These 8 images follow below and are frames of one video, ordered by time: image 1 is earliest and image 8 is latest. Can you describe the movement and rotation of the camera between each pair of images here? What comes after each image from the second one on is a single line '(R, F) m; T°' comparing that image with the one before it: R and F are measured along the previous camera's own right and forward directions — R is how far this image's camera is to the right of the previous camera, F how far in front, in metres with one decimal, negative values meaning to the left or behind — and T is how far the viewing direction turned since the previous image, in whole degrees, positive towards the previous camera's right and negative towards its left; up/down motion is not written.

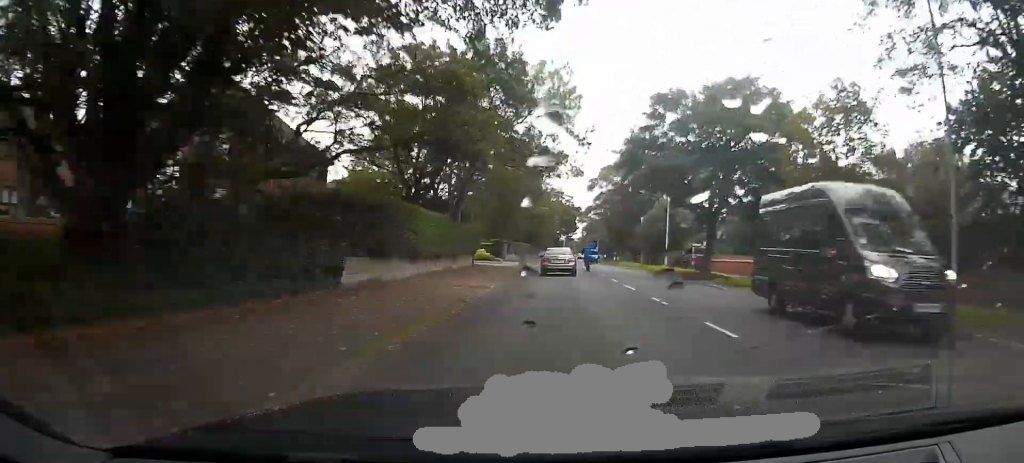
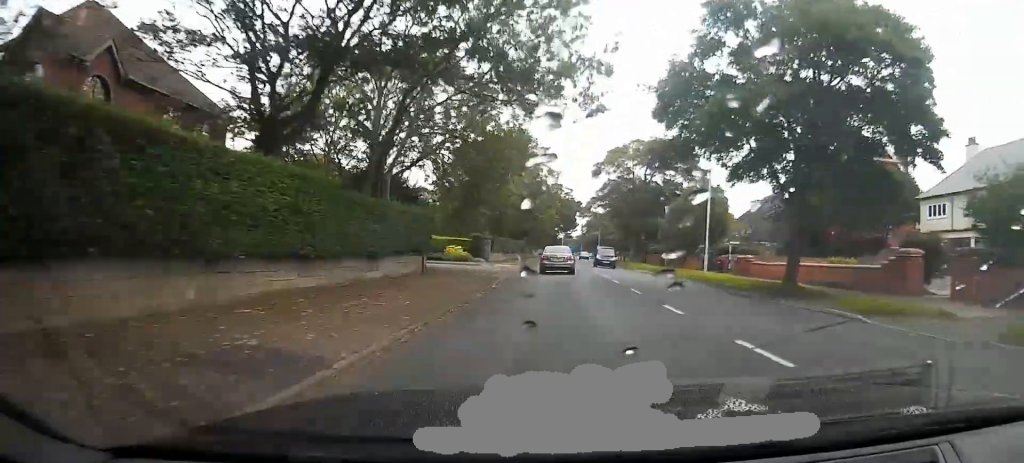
(0.0, +14.3) m; 0°
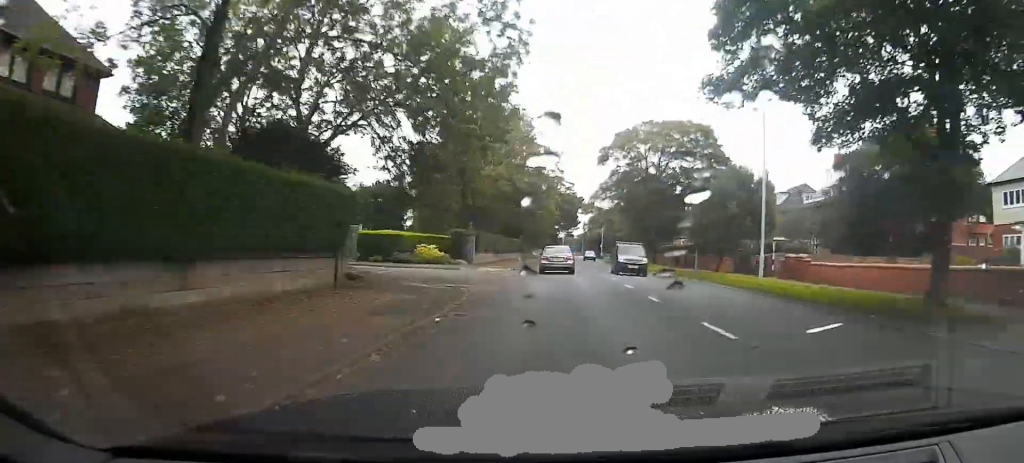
(0.0, +10.1) m; 0°
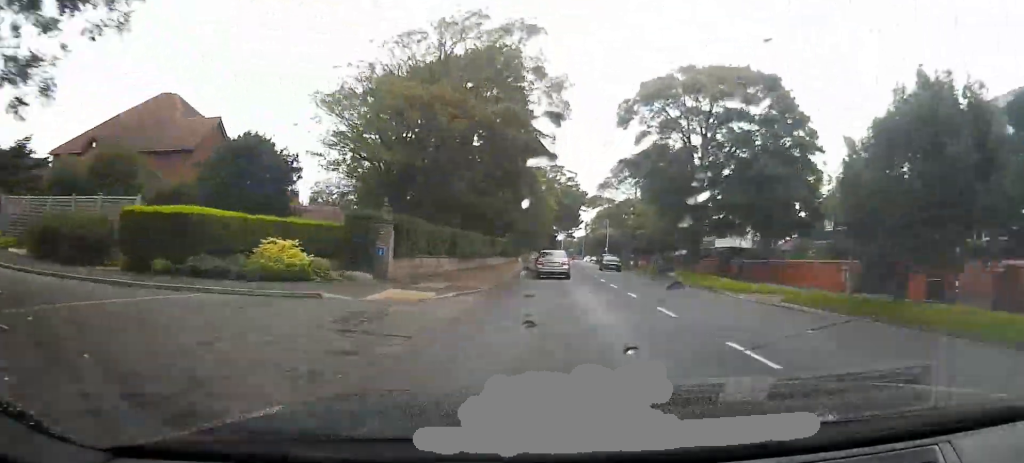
(+0.1, +19.7) m; 0°
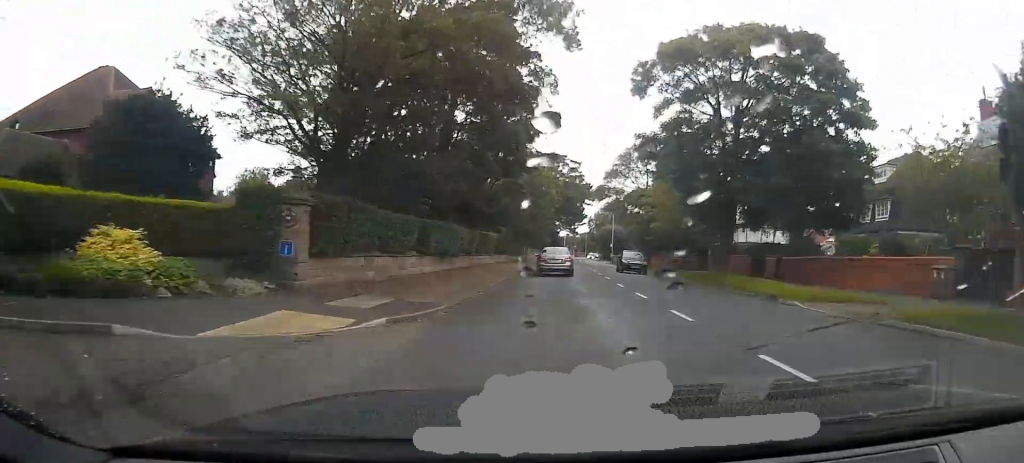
(0.0, +7.2) m; 0°
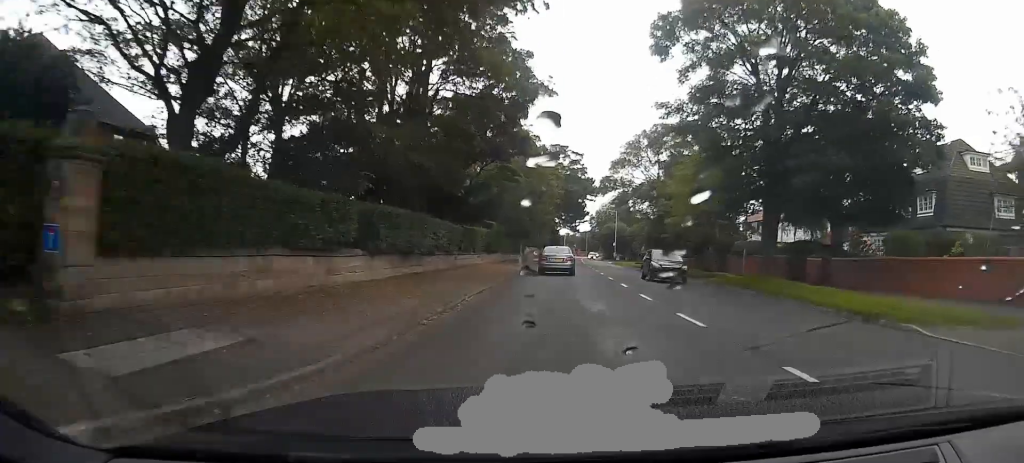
(0.0, +6.6) m; 0°
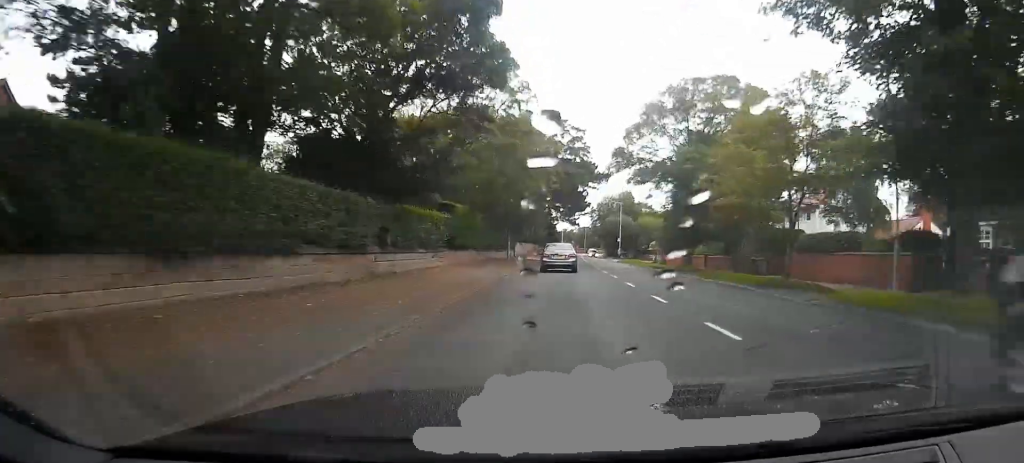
(0.0, +13.9) m; 0°
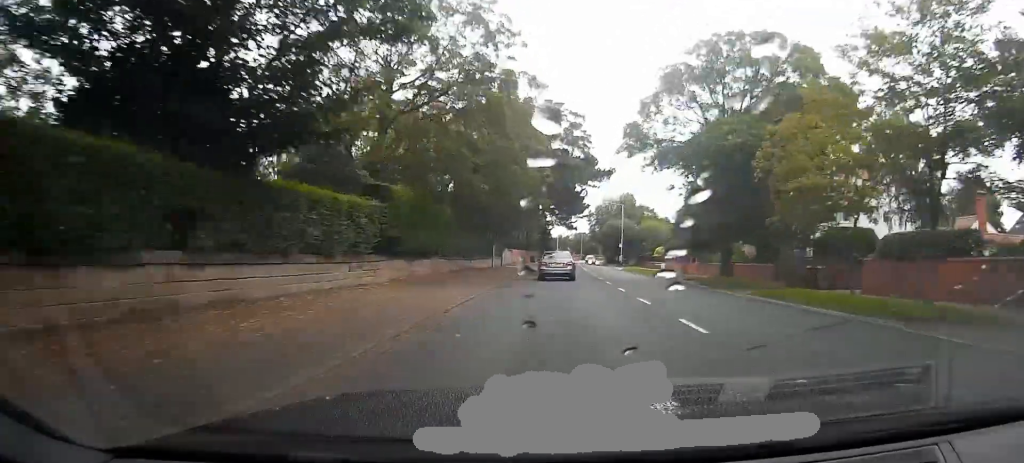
(0.0, +10.3) m; 0°
